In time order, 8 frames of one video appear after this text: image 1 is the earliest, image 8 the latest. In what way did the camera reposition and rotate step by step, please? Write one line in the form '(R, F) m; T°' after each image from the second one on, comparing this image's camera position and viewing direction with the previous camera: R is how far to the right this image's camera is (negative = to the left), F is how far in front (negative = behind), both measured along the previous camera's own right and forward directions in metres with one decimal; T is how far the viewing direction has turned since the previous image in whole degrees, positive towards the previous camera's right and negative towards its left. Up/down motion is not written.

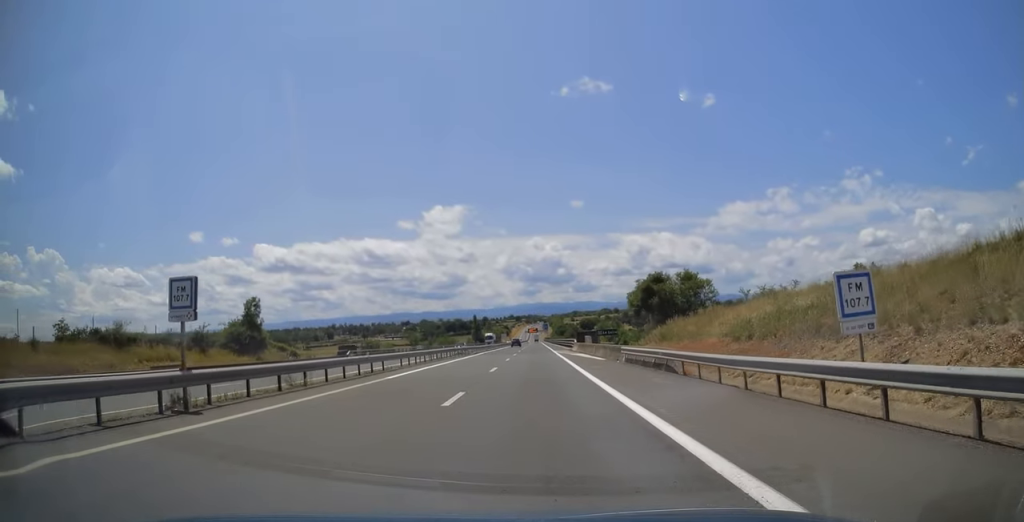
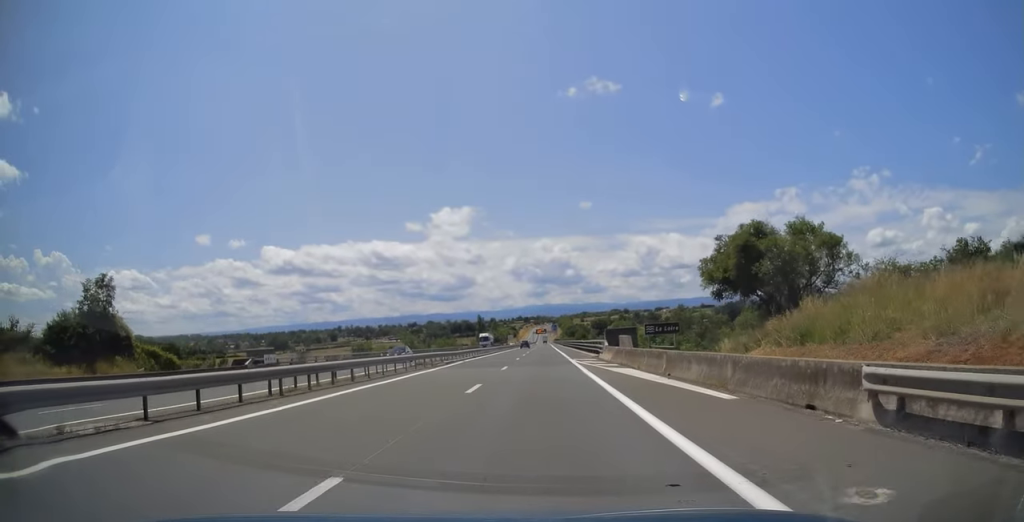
(-0.5, +22.6) m; -1°
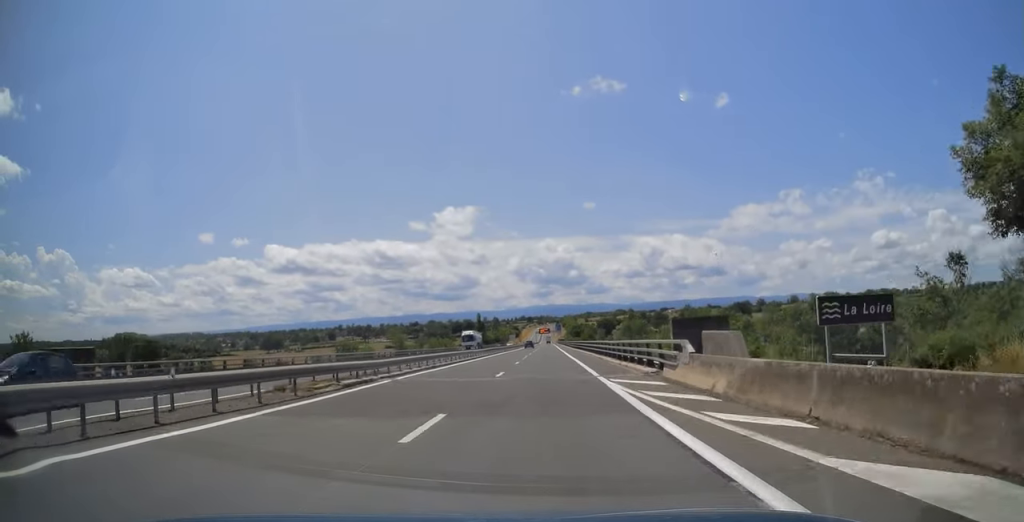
(-0.1, +20.6) m; 0°
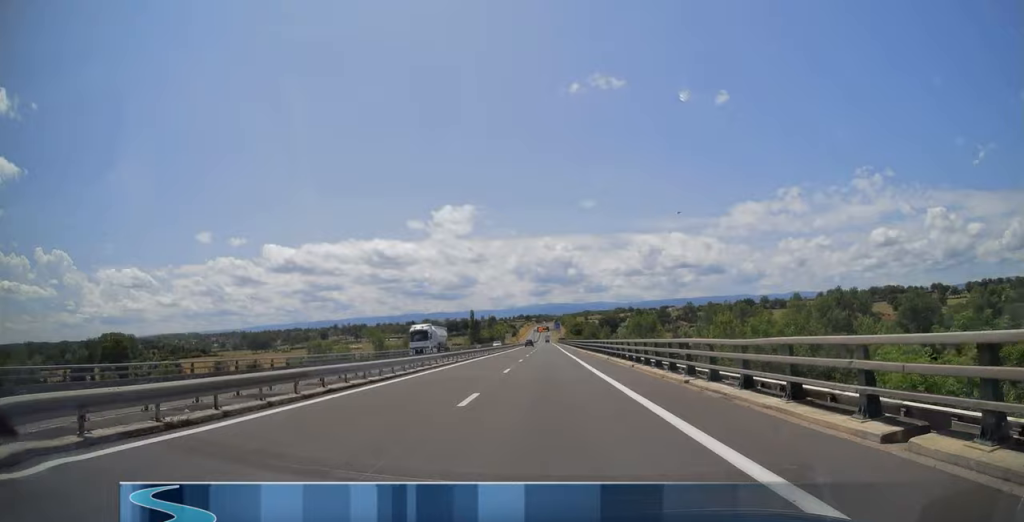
(0.0, +23.6) m; 0°
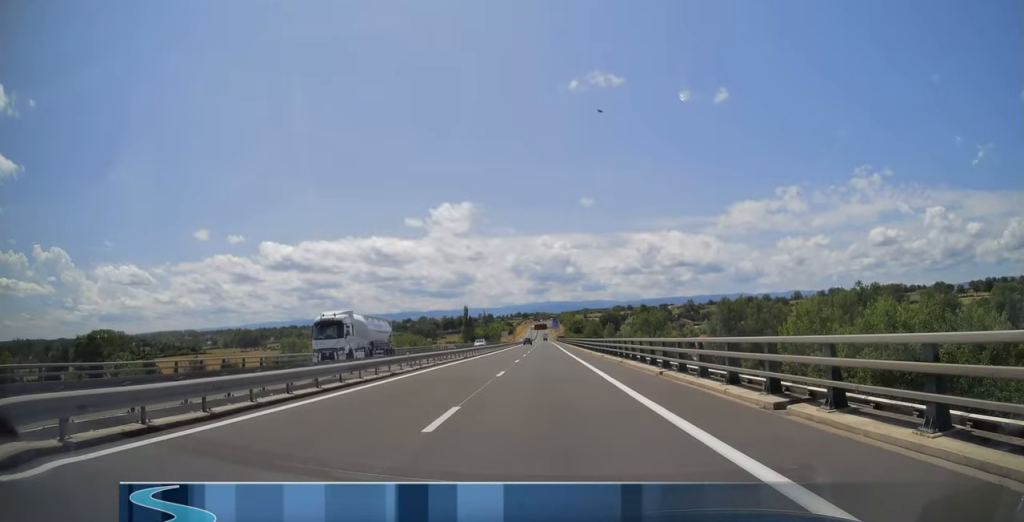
(0.0, +16.4) m; 0°
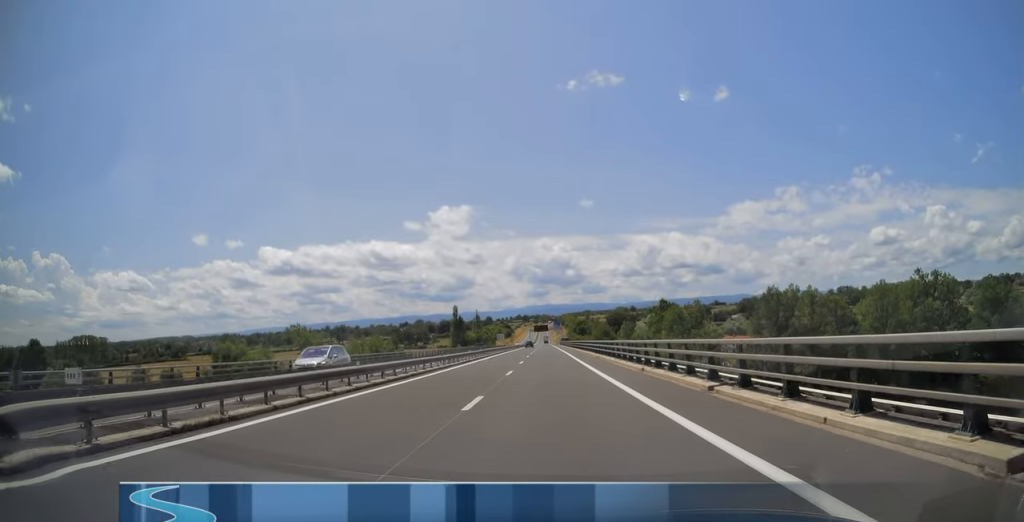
(0.0, +35.5) m; 0°
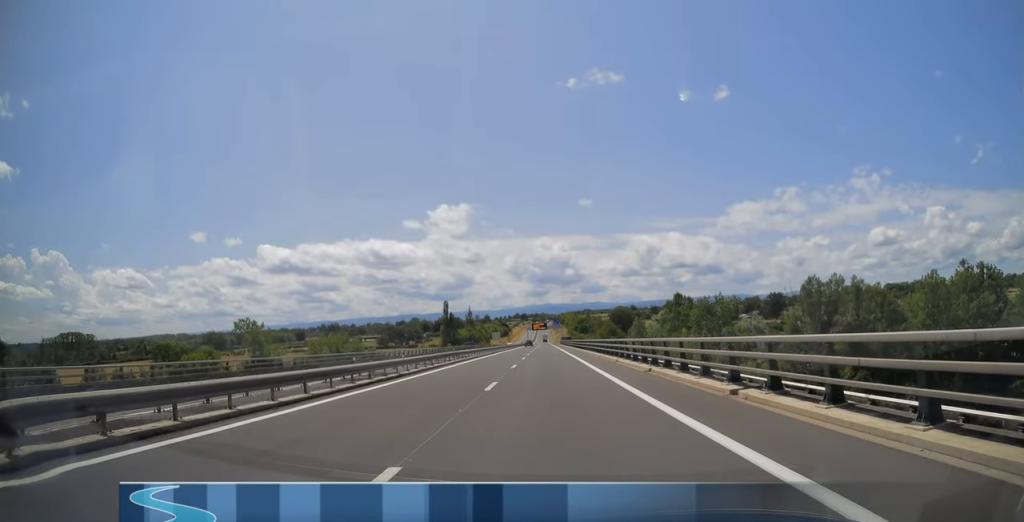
(0.0, +21.6) m; 0°
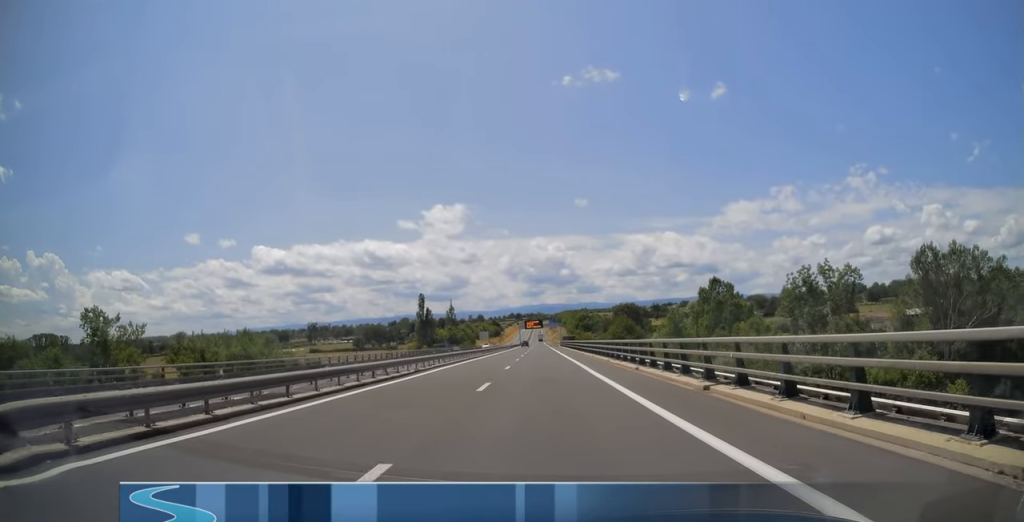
(0.0, +38.5) m; 0°
